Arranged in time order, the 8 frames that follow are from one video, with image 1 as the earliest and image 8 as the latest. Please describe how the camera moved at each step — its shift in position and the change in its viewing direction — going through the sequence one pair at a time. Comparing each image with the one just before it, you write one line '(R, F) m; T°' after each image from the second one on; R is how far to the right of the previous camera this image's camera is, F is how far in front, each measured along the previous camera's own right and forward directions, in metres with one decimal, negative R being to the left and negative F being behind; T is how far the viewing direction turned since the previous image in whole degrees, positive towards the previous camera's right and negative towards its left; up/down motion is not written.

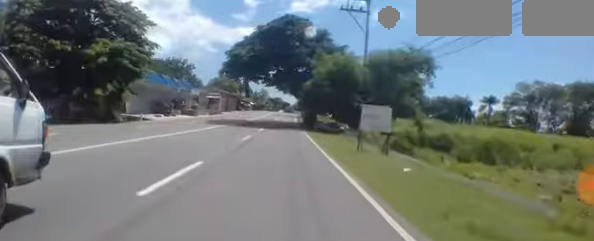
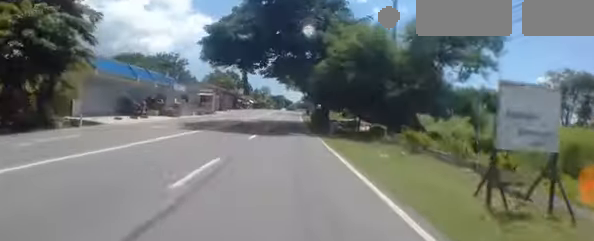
(+0.3, +8.8) m; -1°
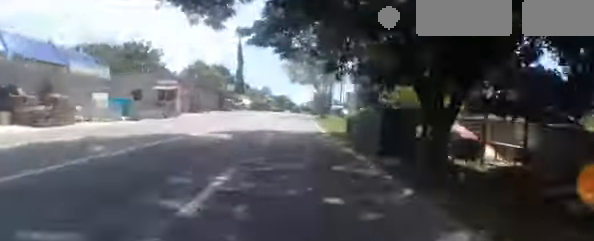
(-1.0, +19.1) m; 0°
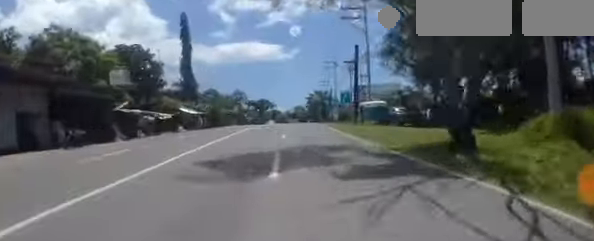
(+2.8, +33.0) m; +5°
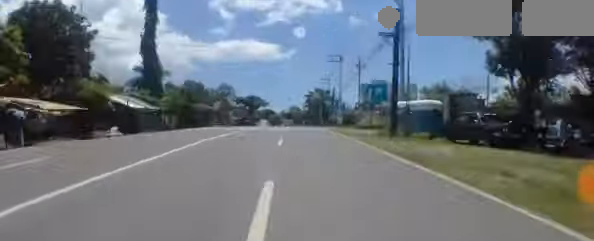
(-0.3, +12.2) m; -1°
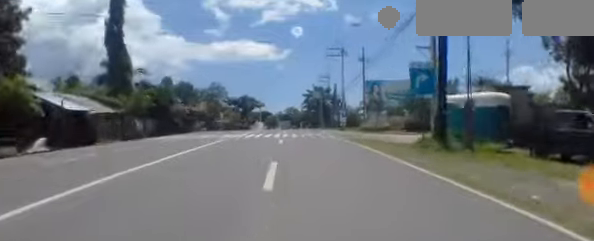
(-0.1, +6.9) m; -1°
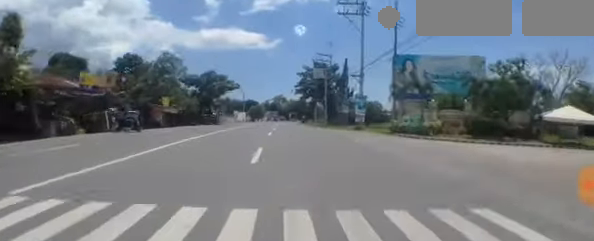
(+0.2, +20.2) m; +2°
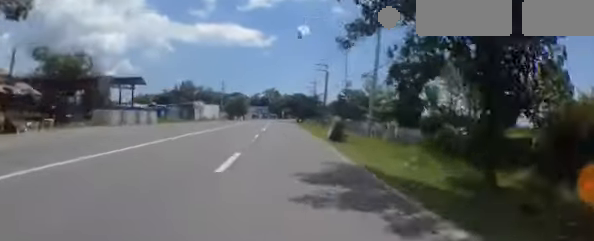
(+0.9, +36.8) m; +2°
